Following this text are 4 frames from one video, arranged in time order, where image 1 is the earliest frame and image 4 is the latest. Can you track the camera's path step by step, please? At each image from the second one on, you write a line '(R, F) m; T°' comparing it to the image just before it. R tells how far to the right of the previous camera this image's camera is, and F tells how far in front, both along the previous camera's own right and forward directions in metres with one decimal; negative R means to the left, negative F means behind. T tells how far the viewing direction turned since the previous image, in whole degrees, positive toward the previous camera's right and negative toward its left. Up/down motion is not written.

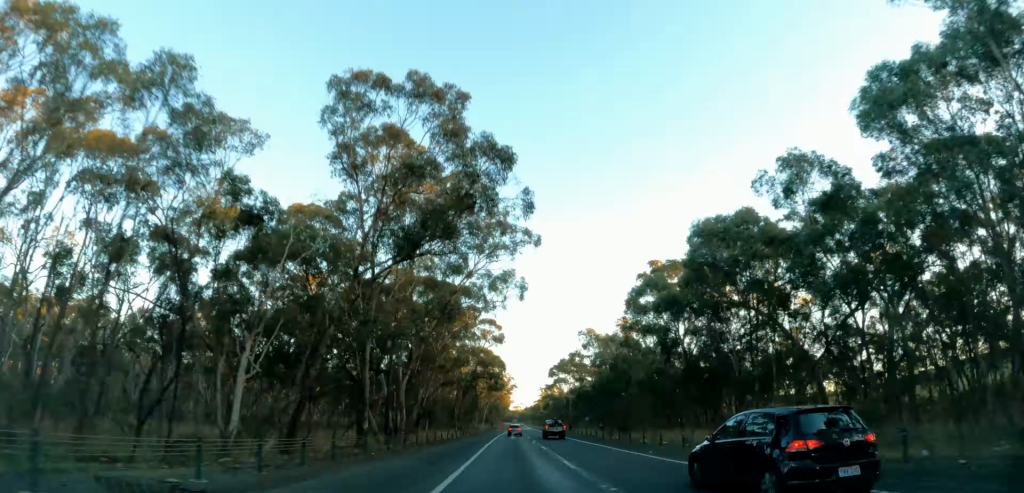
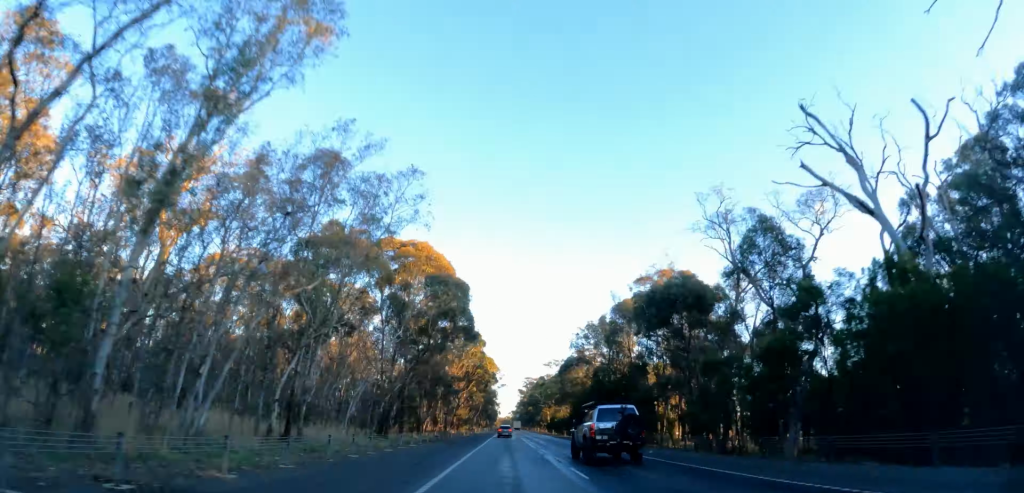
(-0.7, +123.3) m; 0°
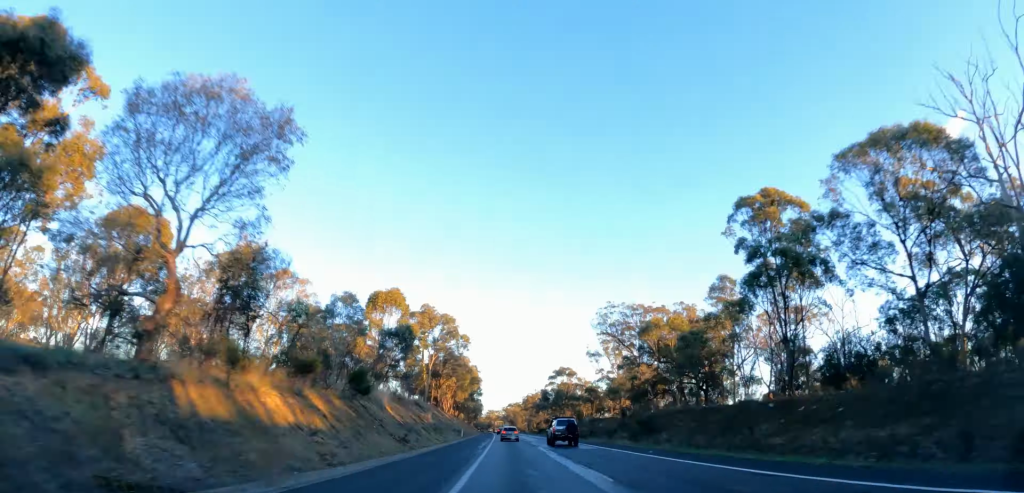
(-0.3, +30.8) m; -1°
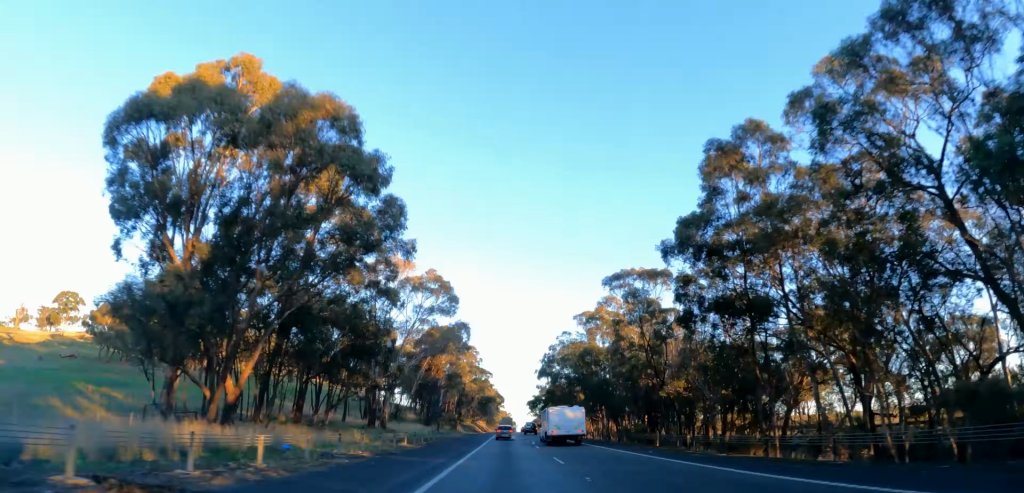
(-0.5, +43.5) m; -1°
